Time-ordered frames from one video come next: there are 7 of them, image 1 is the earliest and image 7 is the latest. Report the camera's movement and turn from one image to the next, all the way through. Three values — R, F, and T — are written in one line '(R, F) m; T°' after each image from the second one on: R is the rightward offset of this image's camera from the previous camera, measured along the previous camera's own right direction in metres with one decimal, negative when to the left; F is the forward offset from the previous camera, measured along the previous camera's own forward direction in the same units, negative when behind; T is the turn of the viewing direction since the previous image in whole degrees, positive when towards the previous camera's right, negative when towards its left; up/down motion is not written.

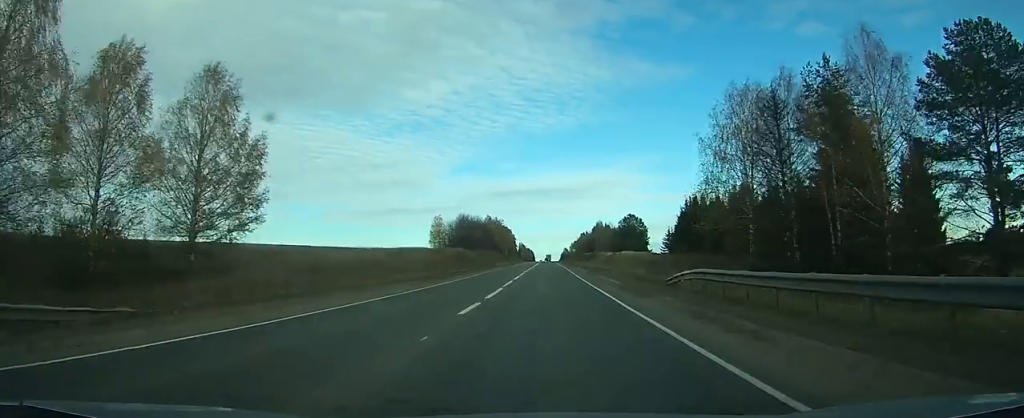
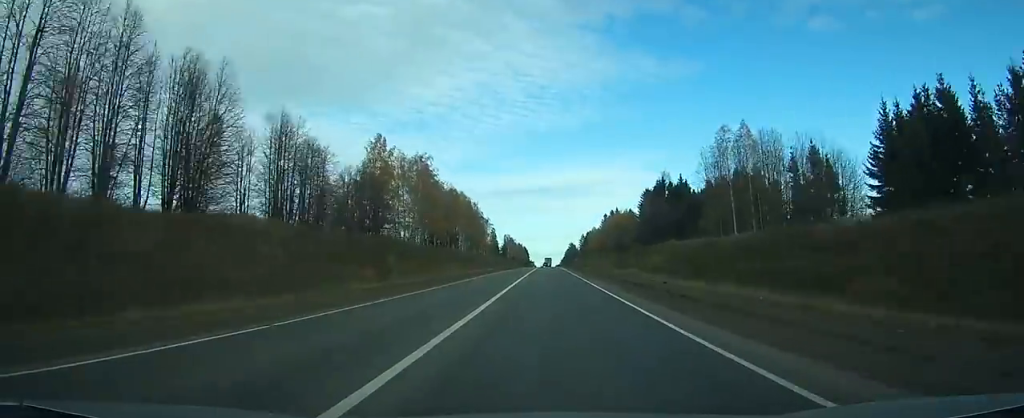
(+0.3, +204.2) m; 0°
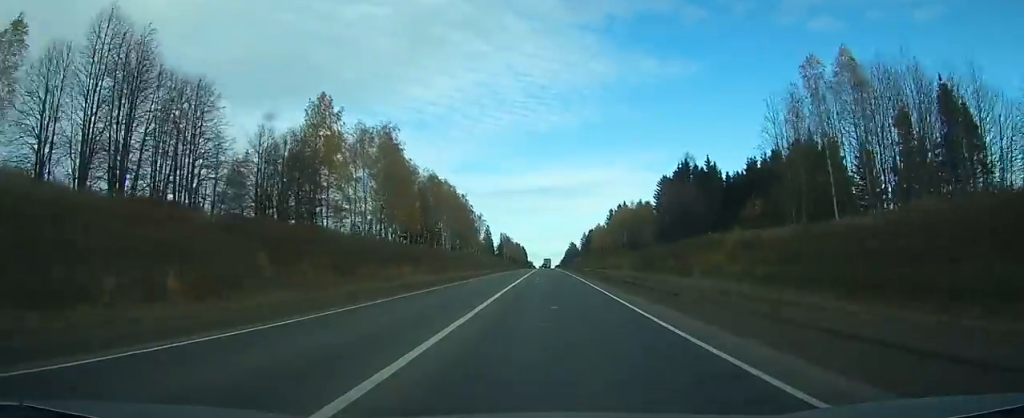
(0.0, +28.3) m; 0°
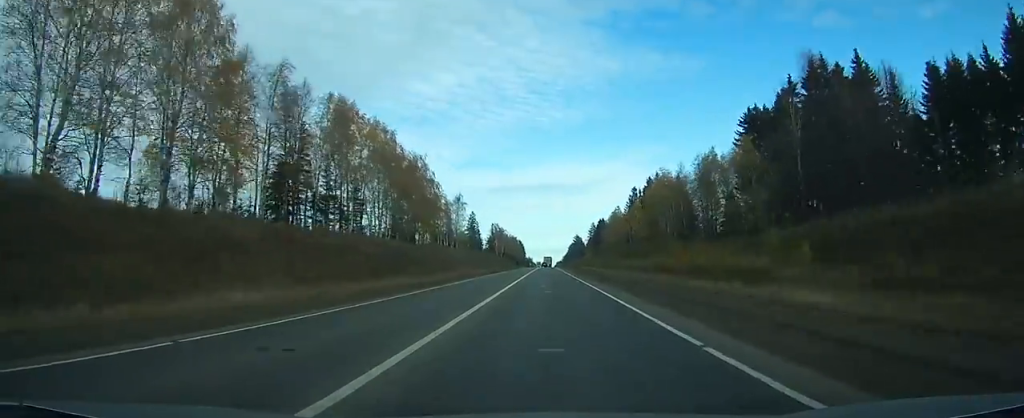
(0.0, +66.4) m; 0°
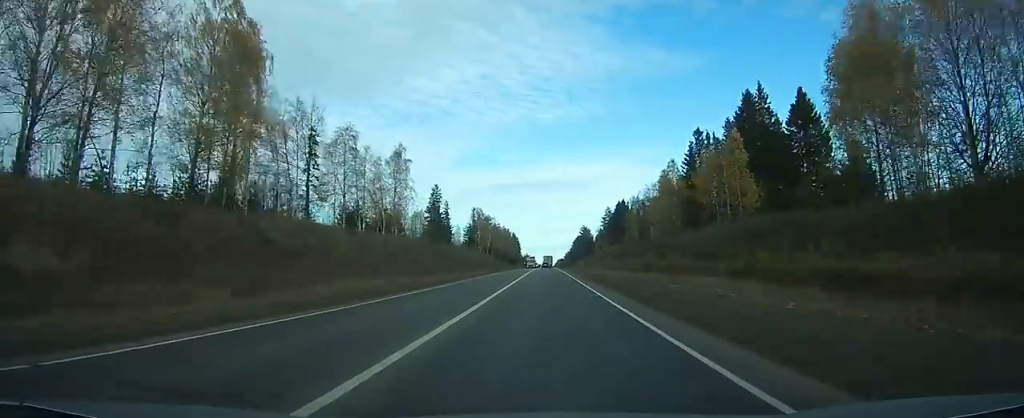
(0.0, +82.0) m; 0°
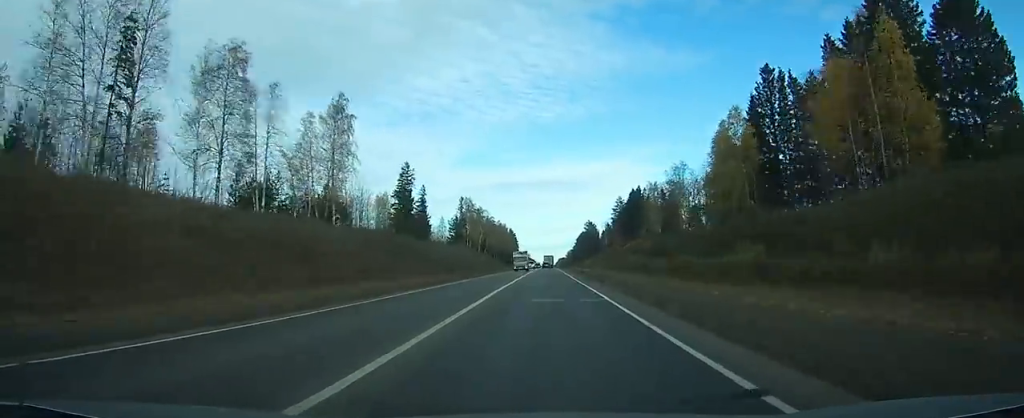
(0.0, +36.0) m; 0°
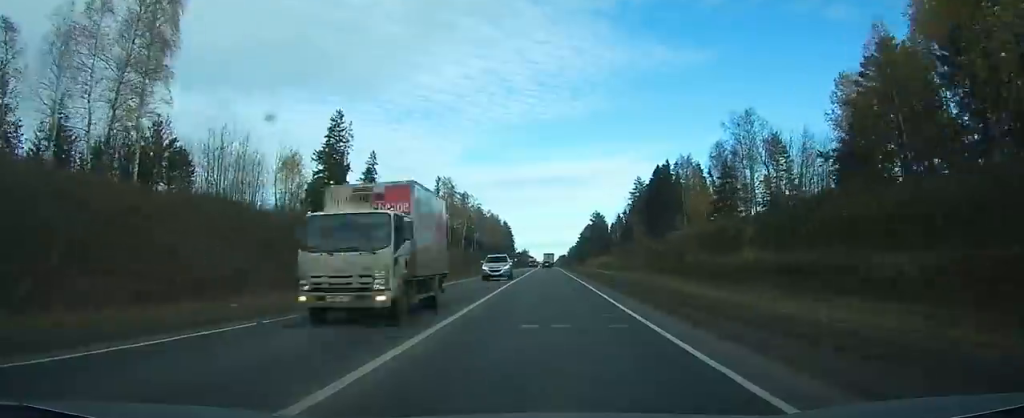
(0.0, +43.9) m; 0°
